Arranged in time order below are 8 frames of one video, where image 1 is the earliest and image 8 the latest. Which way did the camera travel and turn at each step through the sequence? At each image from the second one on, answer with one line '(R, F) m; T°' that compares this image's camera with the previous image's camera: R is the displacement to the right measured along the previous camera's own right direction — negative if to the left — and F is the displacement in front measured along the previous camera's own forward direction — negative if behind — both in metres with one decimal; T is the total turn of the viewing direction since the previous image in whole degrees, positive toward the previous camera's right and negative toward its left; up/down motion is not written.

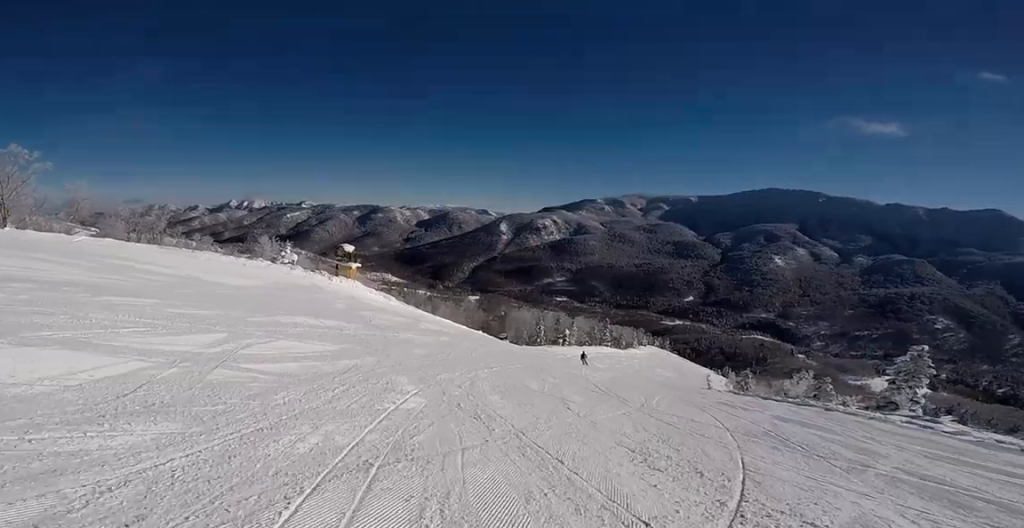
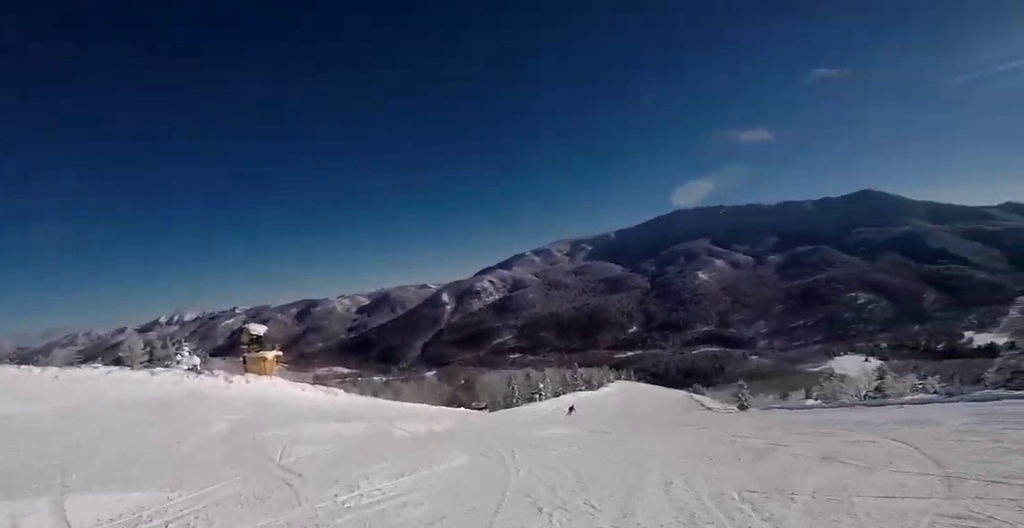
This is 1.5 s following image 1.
(-1.3, +9.5) m; +8°
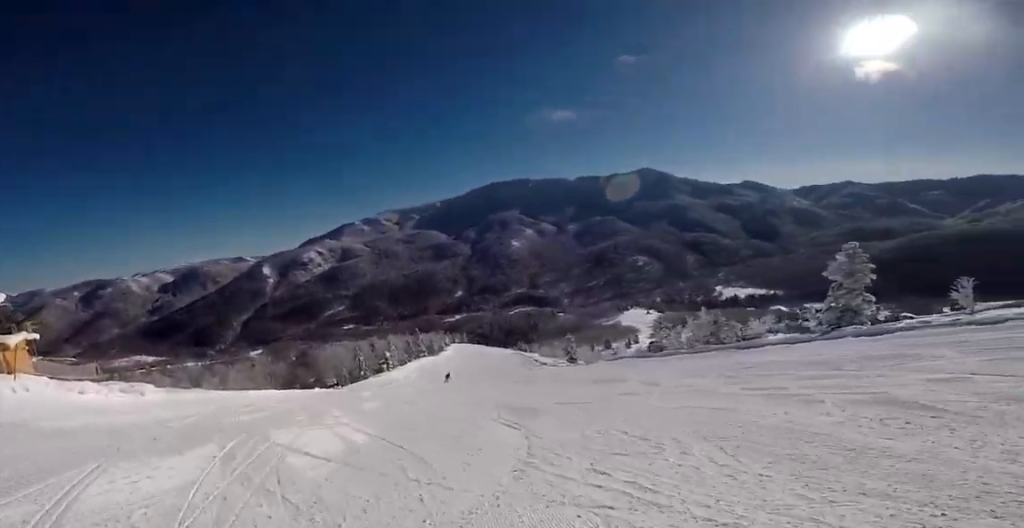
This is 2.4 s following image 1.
(+1.1, +4.5) m; +21°
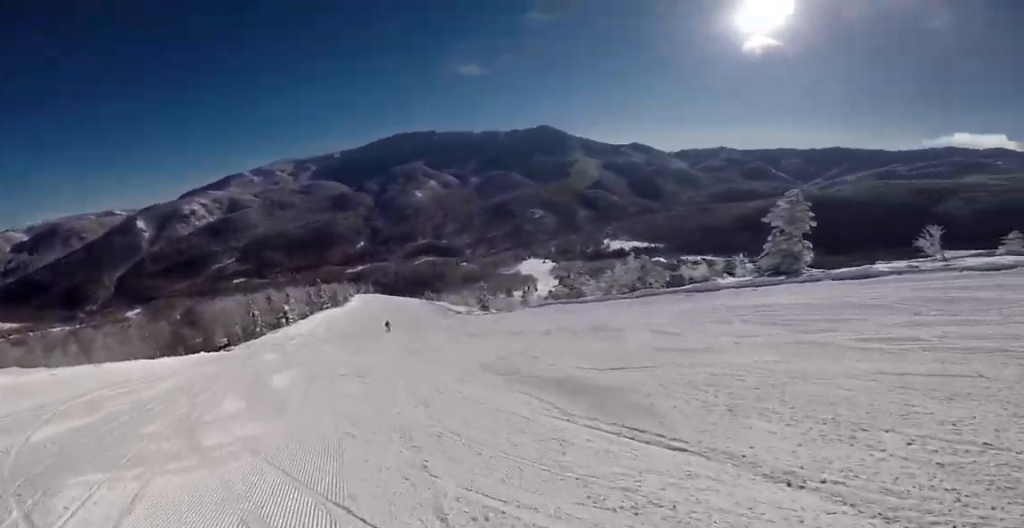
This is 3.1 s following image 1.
(+0.2, +4.1) m; +16°
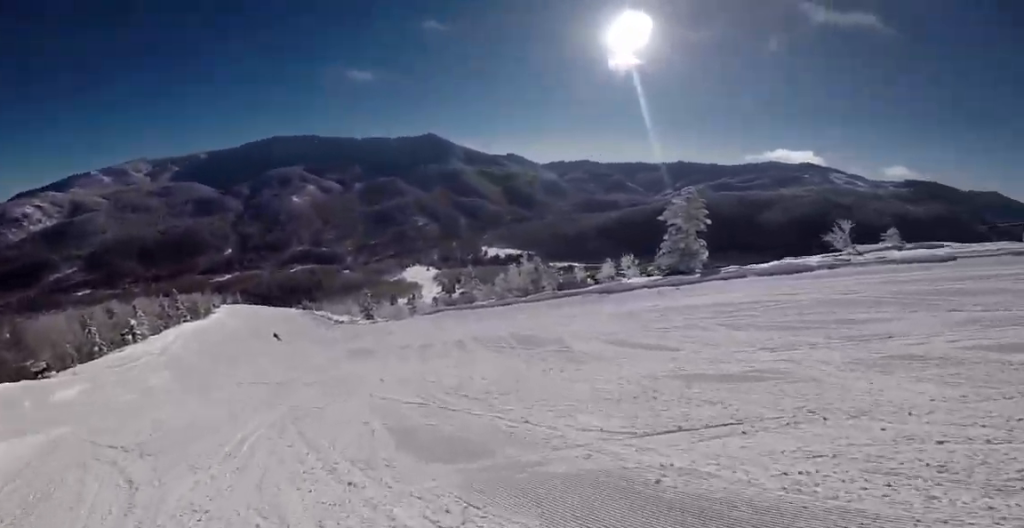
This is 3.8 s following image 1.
(+0.9, +3.7) m; +12°
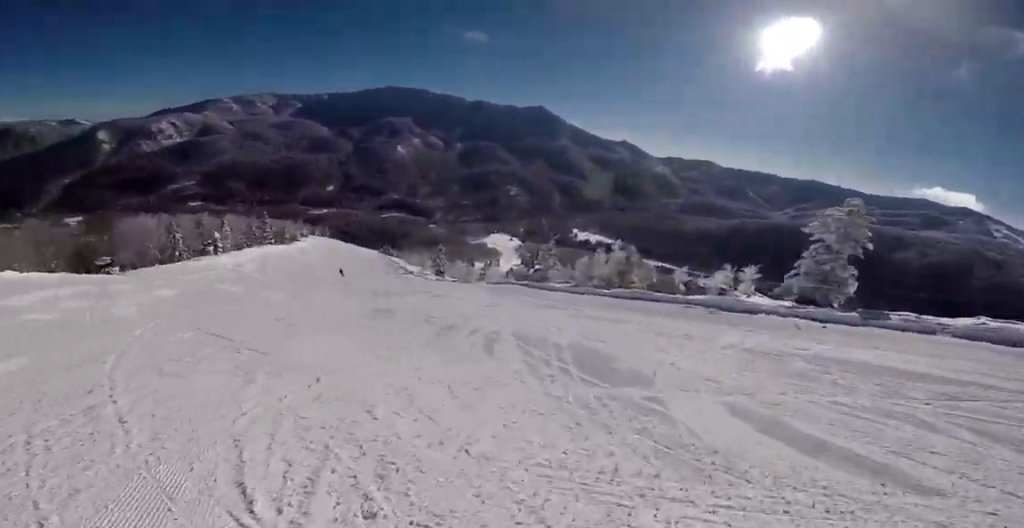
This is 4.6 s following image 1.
(+0.4, +4.2) m; +1°
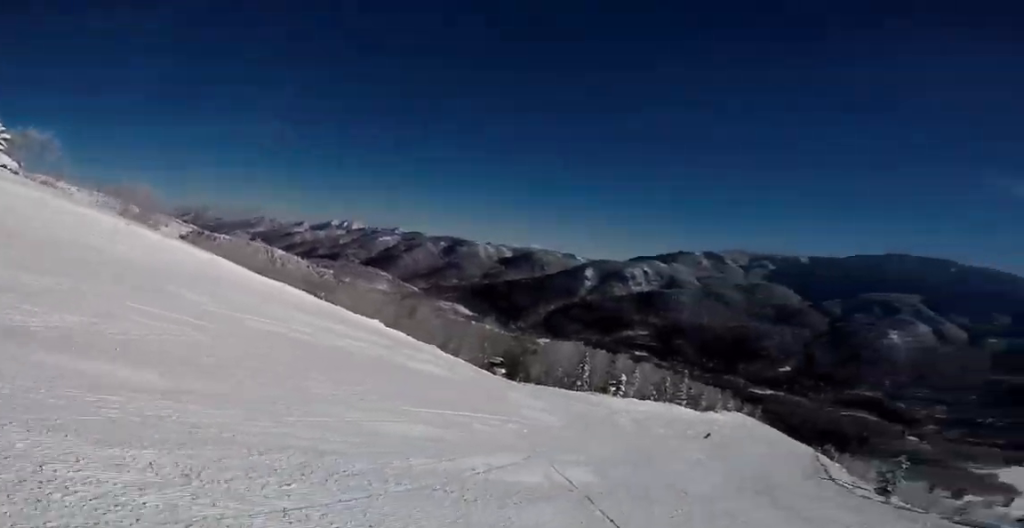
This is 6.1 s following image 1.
(-1.7, +8.1) m; -40°
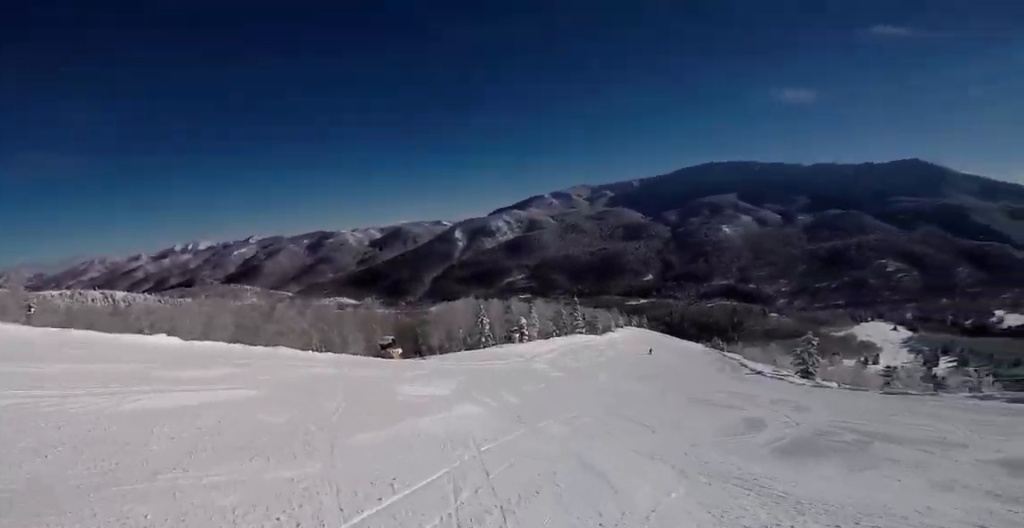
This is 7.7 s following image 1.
(-2.6, +8.9) m; -8°
